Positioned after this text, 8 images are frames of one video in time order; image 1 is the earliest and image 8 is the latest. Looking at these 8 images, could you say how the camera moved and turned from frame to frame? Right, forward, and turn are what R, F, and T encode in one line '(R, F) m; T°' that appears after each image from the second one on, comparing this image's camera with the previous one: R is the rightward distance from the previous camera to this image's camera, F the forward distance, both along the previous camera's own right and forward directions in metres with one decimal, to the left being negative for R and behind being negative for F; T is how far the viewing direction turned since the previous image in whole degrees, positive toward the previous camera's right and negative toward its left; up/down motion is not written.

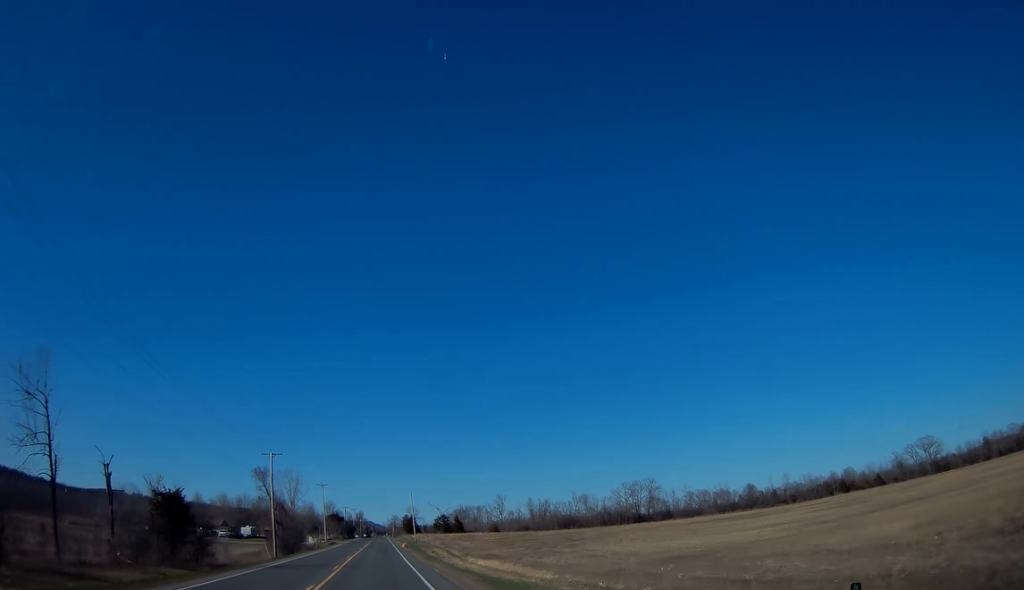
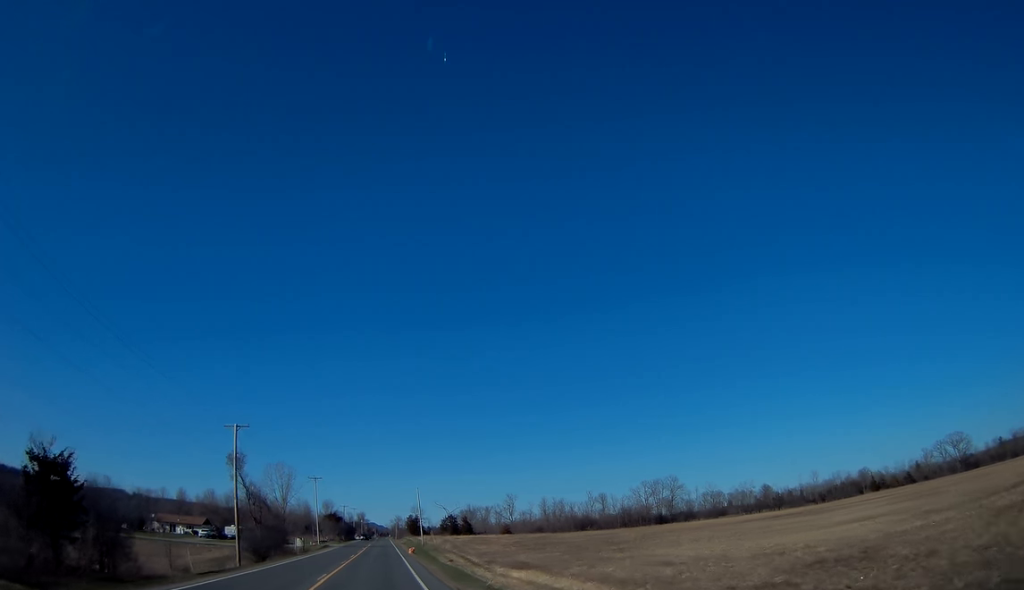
(+0.1, +18.2) m; -1°
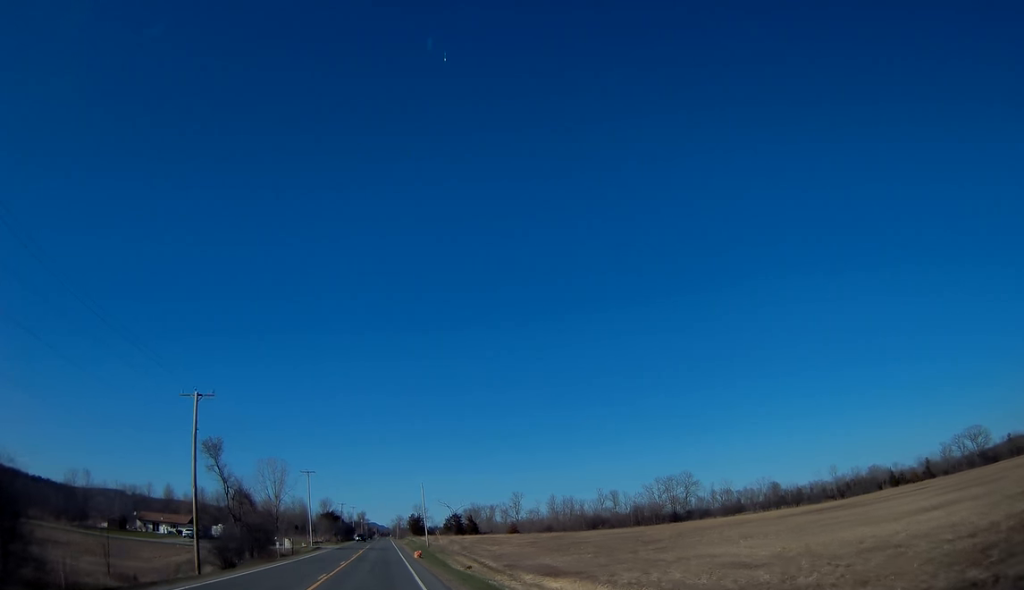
(-0.2, +11.6) m; 0°
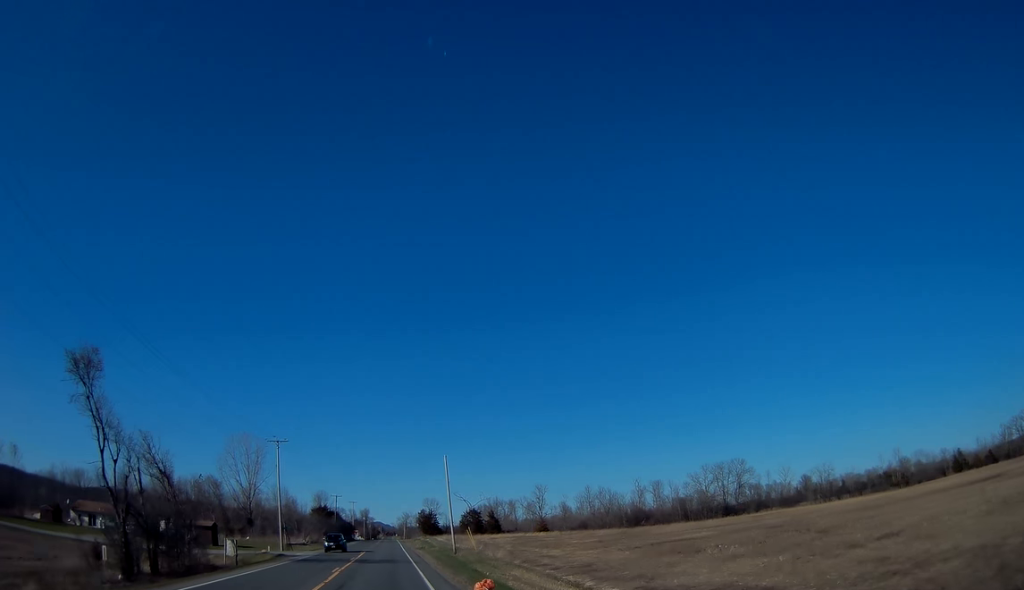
(0.0, +33.3) m; 0°
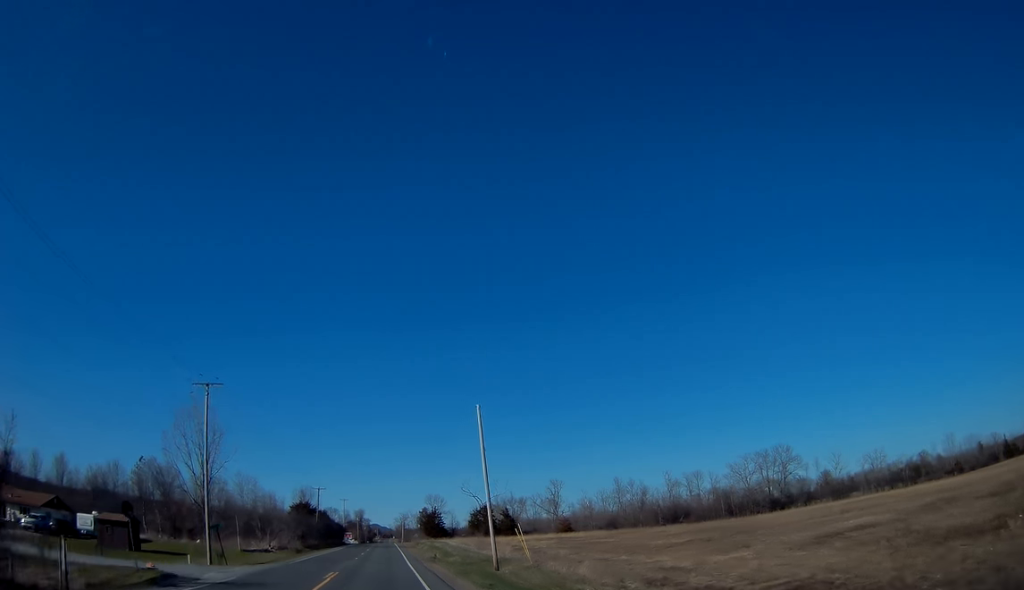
(-0.2, +27.5) m; 0°
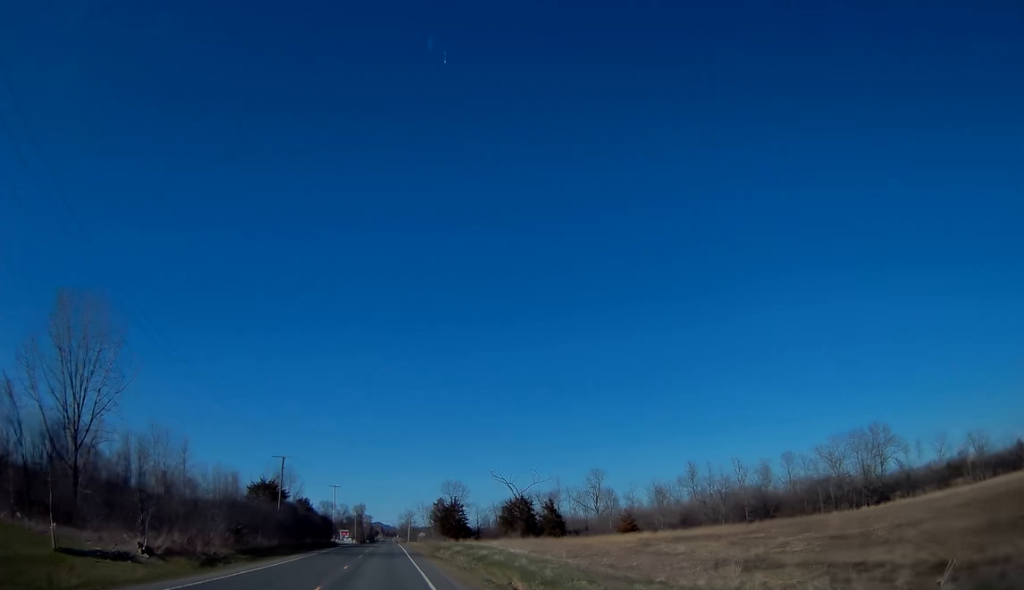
(+0.2, +39.2) m; 0°
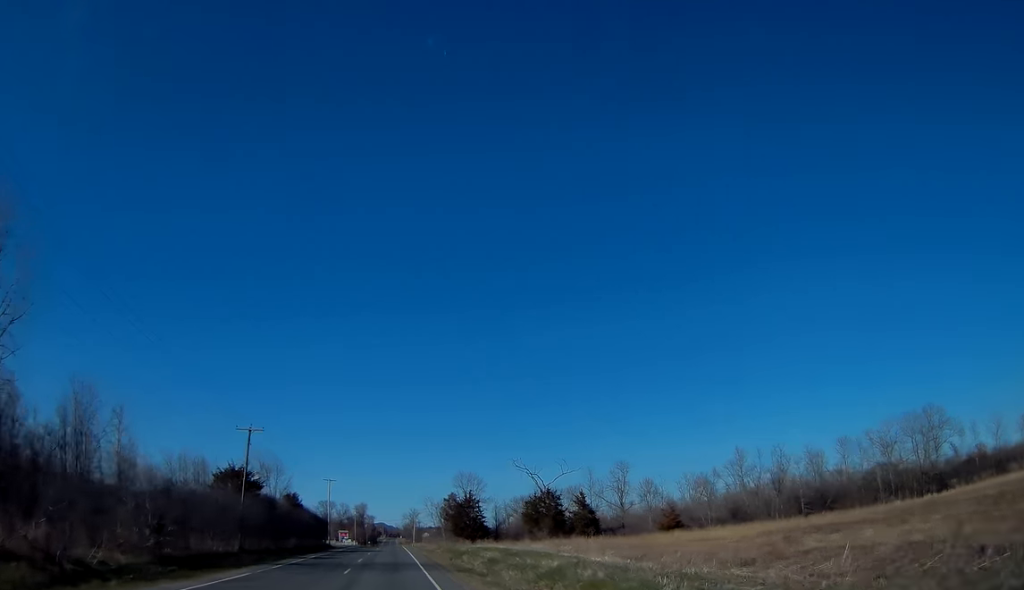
(-0.2, +17.5) m; 0°
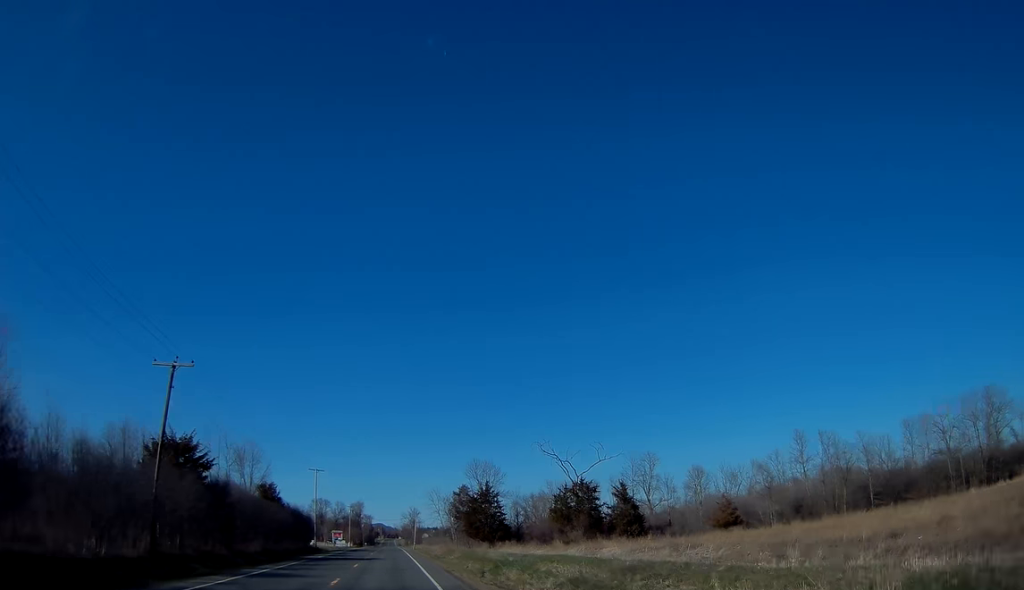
(+0.2, +18.4) m; 0°
